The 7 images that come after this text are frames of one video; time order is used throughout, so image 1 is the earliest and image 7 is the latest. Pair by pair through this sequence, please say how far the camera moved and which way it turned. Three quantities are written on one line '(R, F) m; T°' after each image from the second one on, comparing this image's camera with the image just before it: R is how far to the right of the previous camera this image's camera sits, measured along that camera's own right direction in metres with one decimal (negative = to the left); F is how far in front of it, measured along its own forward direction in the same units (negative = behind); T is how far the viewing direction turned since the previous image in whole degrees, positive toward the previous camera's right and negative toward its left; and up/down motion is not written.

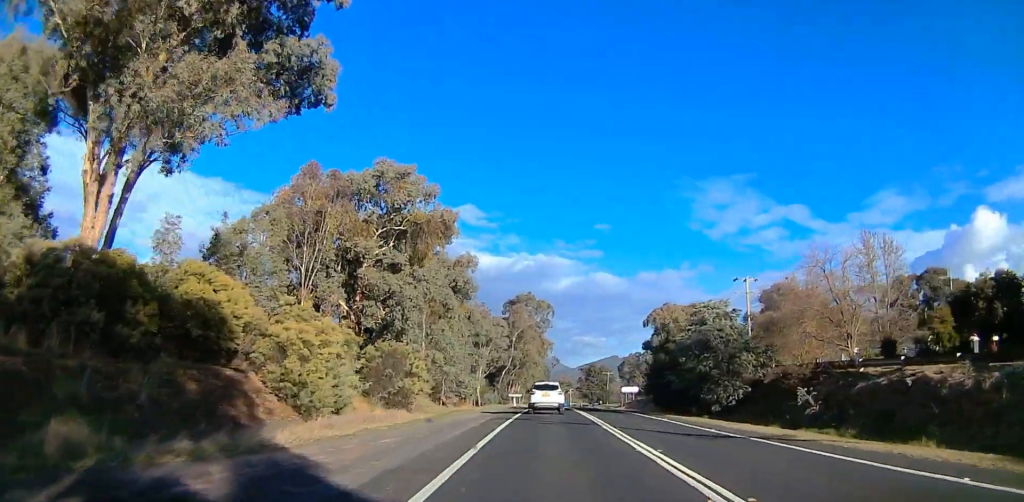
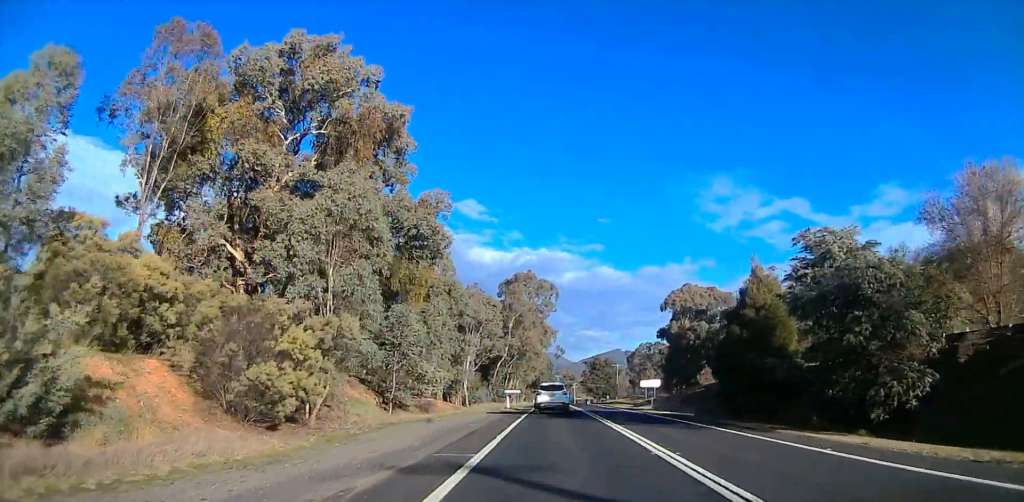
(-0.9, +17.0) m; +1°
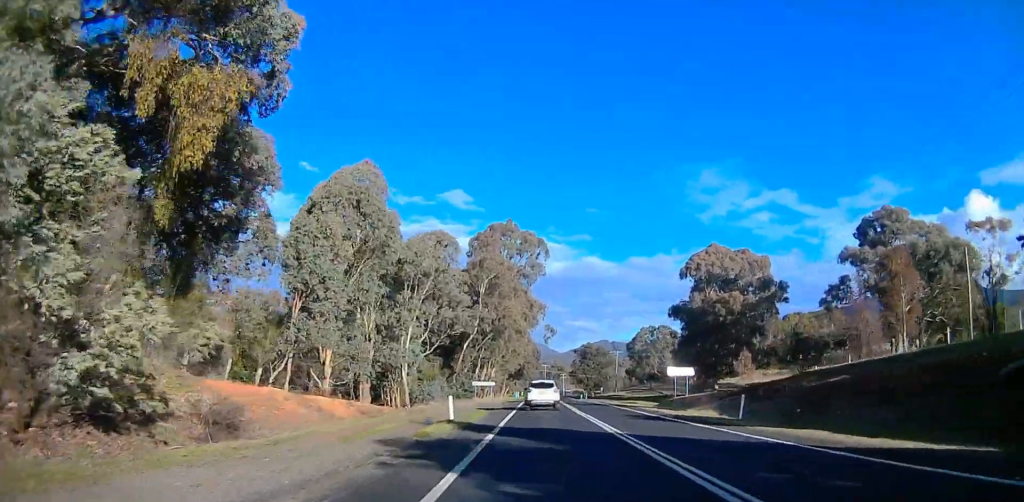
(+0.1, +25.0) m; 0°
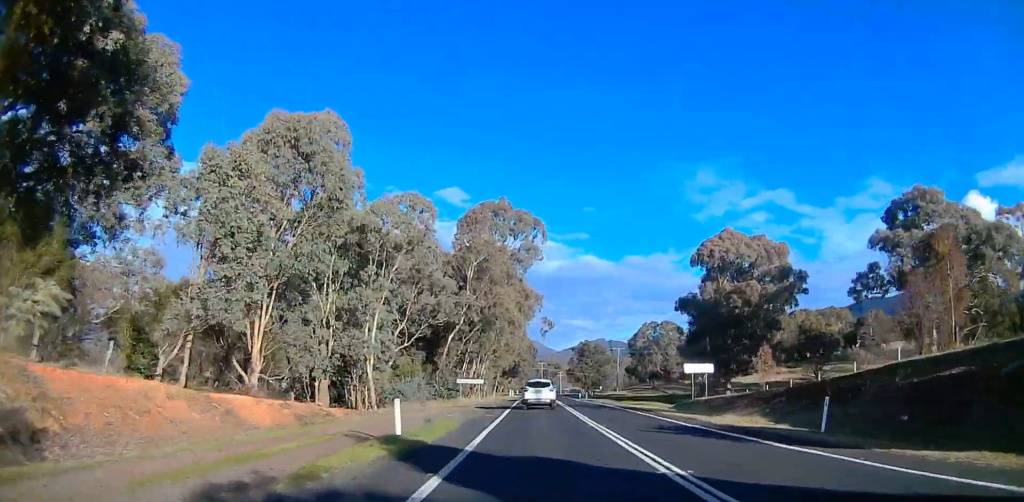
(0.0, +8.0) m; +2°
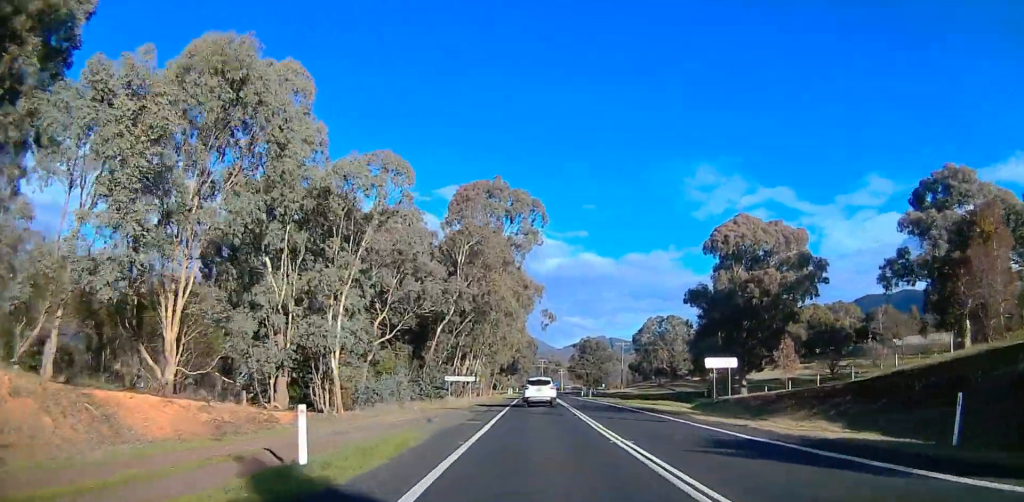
(+0.7, +6.5) m; +3°
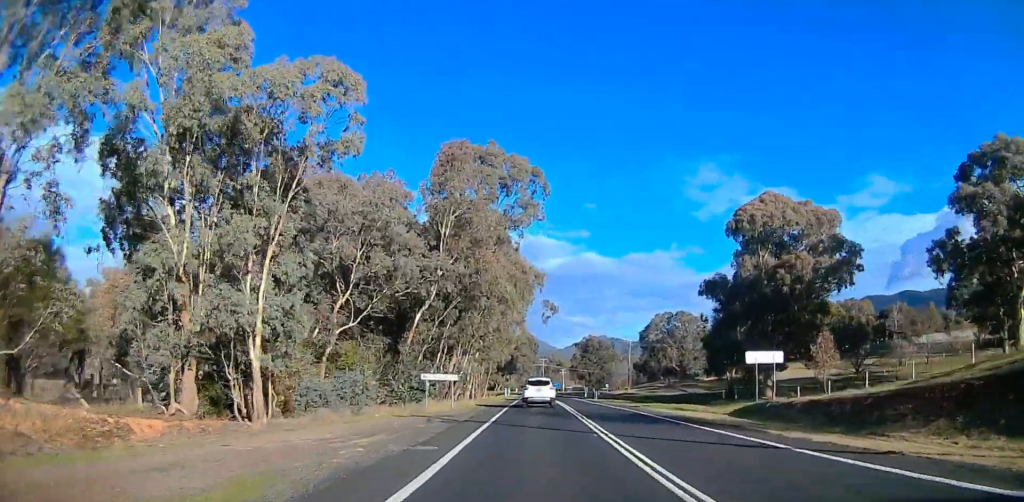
(+0.2, +8.9) m; +1°
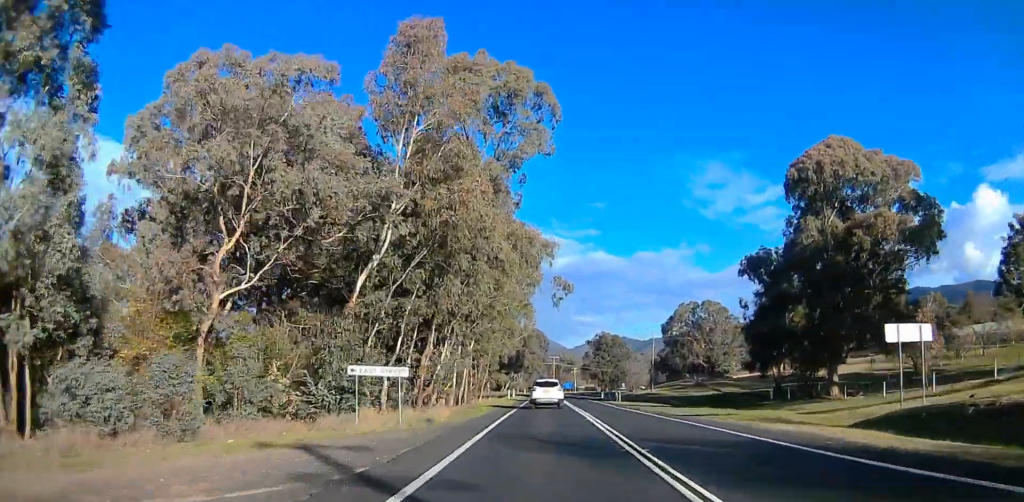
(-0.4, +14.4) m; -2°
